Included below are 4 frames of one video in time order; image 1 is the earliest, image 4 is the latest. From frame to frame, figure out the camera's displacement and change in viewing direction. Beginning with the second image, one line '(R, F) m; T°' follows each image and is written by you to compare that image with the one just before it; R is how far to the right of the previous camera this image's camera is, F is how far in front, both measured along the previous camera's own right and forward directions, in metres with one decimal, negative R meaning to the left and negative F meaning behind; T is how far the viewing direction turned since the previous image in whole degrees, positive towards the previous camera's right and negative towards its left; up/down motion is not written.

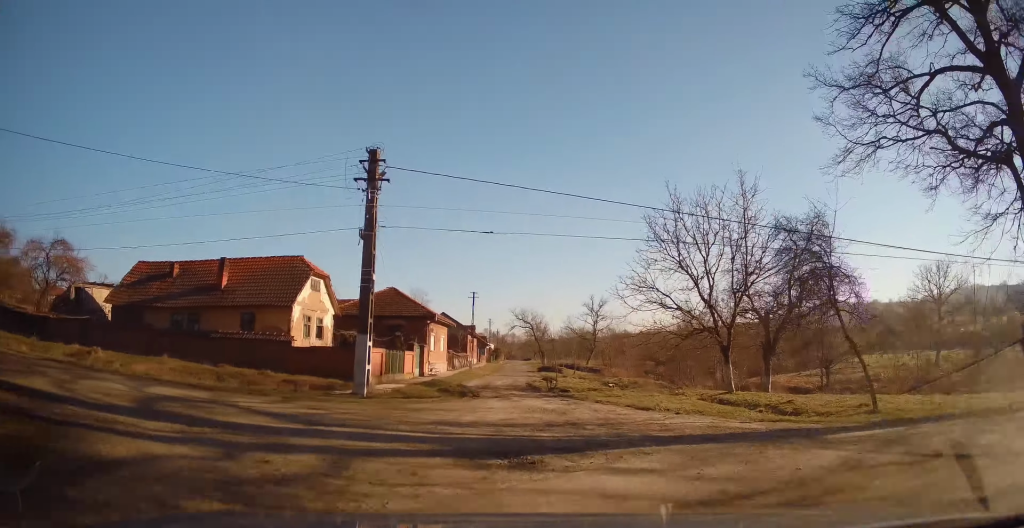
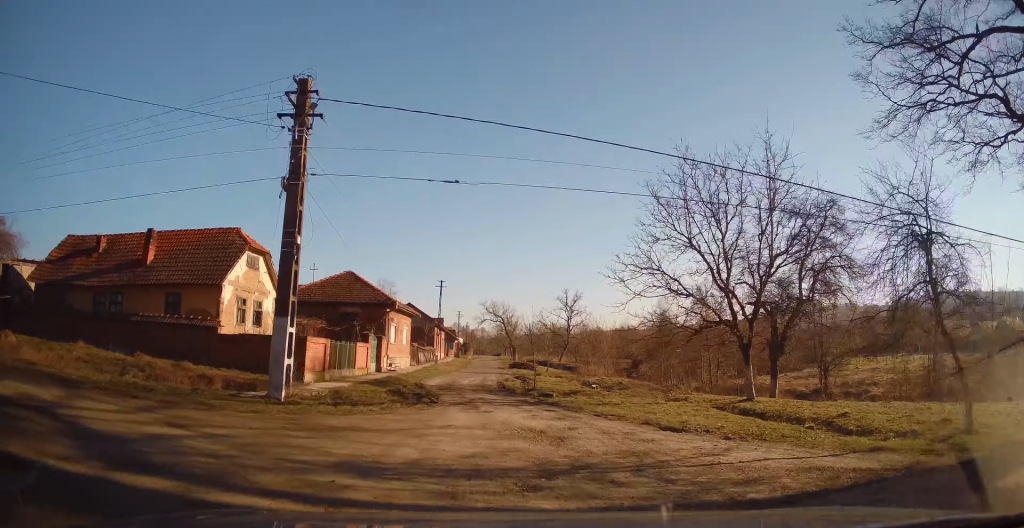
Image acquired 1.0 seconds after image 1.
(+0.4, +6.0) m; +5°
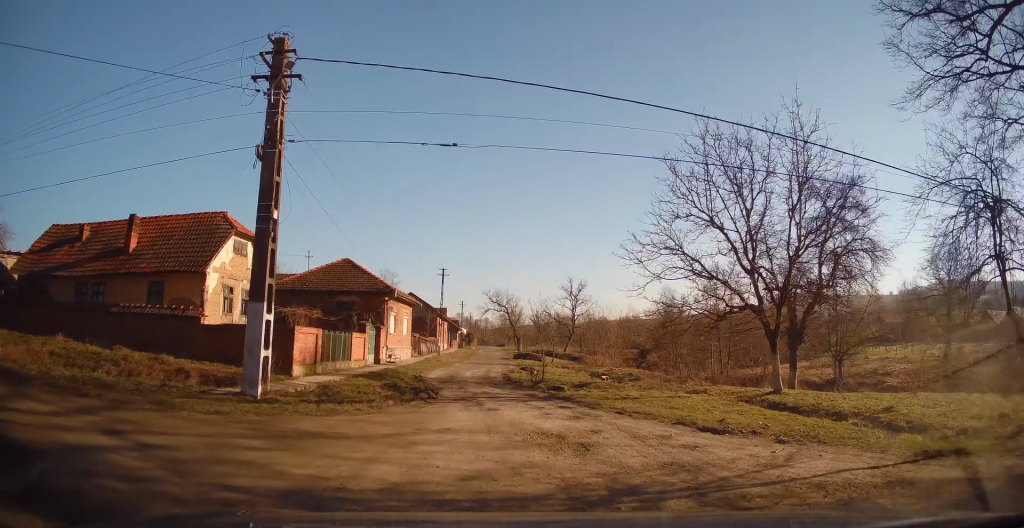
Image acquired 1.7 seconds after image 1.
(+0.1, +2.5) m; +2°
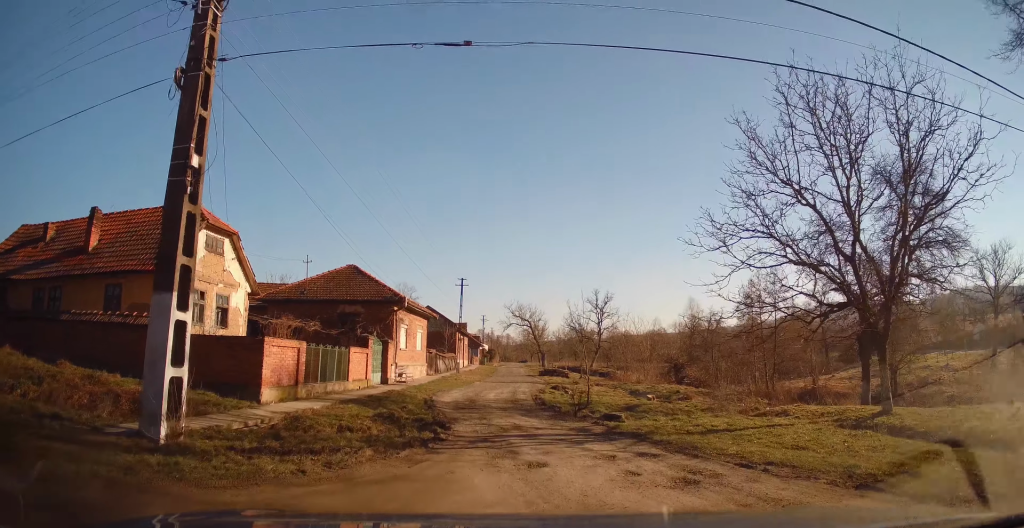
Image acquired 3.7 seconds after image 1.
(0.0, +5.4) m; 0°
